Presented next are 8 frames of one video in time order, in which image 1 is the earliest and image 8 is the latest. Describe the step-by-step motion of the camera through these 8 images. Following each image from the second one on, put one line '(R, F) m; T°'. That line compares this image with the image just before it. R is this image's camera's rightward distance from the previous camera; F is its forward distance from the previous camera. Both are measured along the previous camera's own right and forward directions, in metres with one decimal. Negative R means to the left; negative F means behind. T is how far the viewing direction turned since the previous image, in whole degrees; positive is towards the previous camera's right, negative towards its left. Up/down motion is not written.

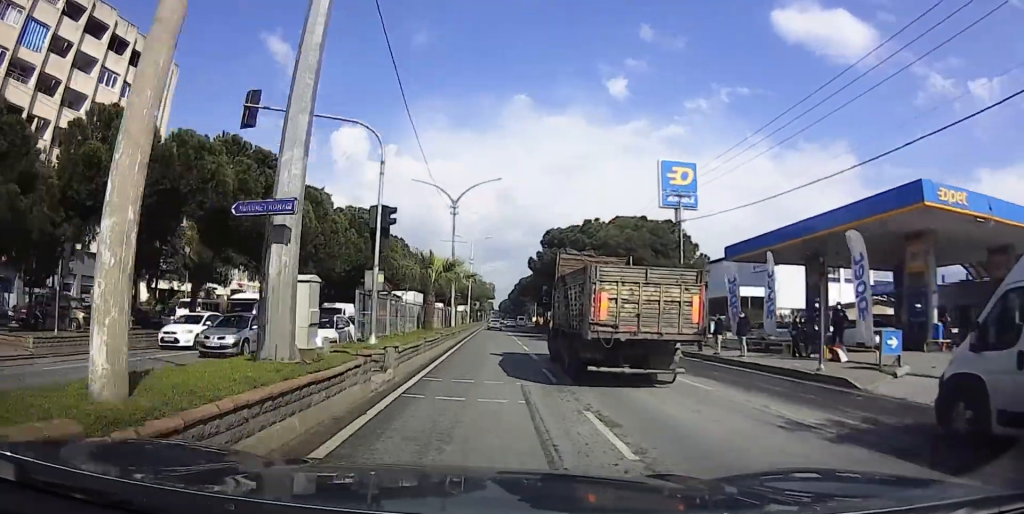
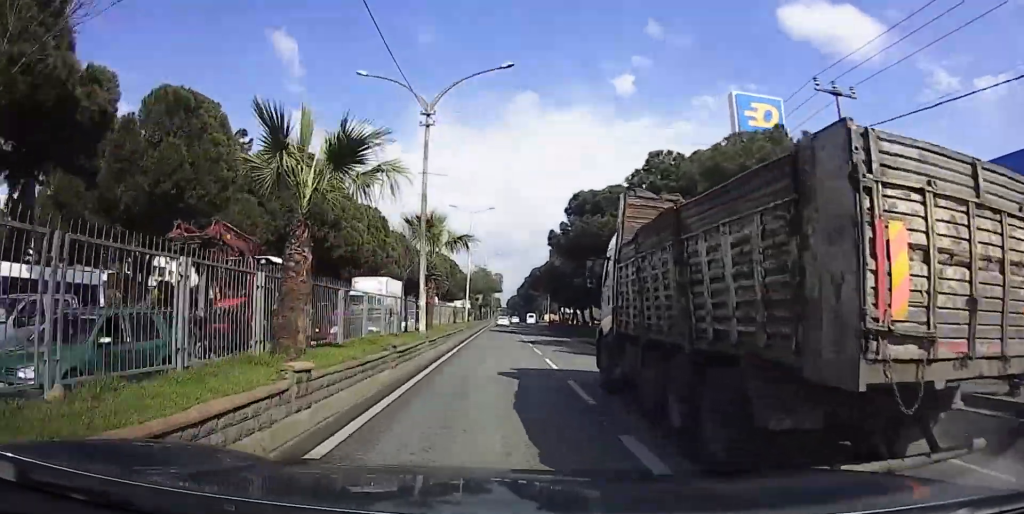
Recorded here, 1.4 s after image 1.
(-0.8, +14.9) m; -3°
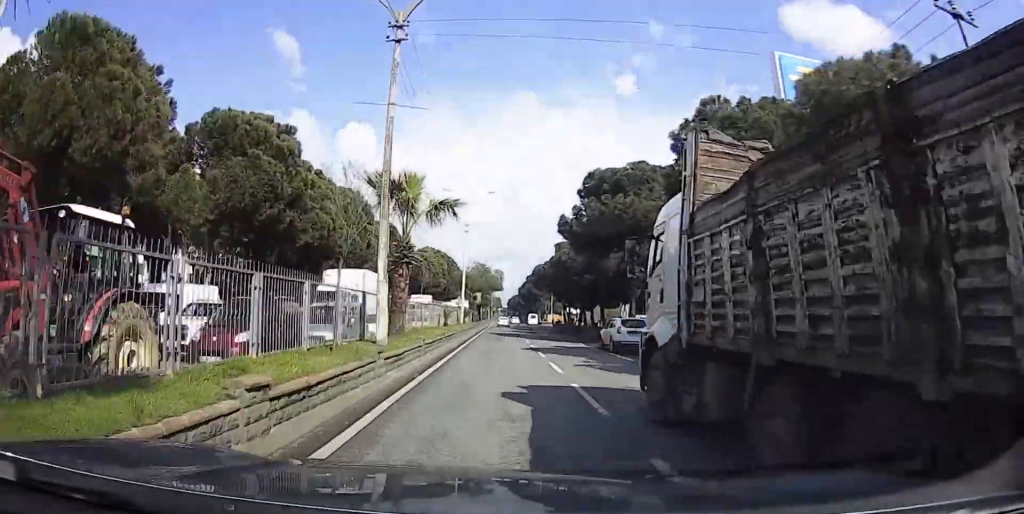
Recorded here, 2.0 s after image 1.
(-0.3, +6.5) m; +1°
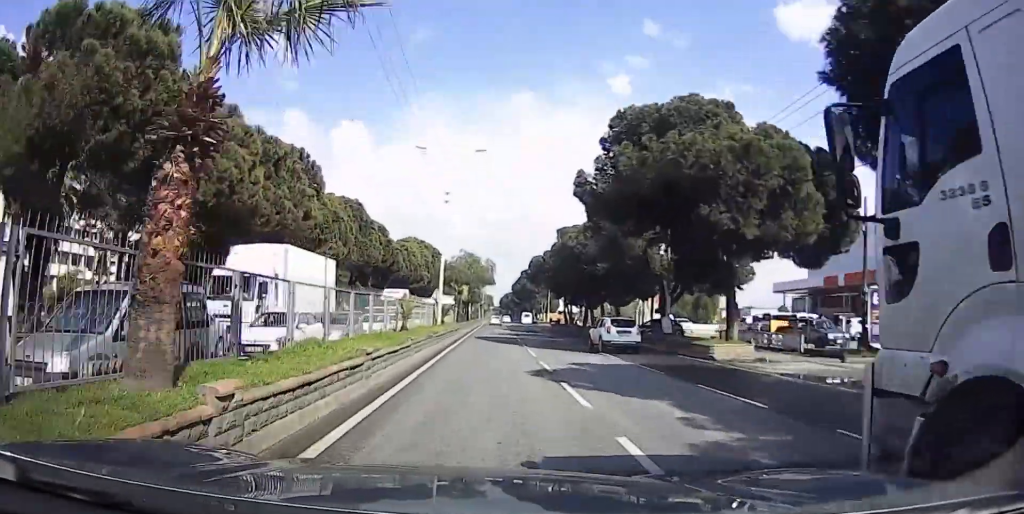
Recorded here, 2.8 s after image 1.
(+0.7, +11.2) m; +1°
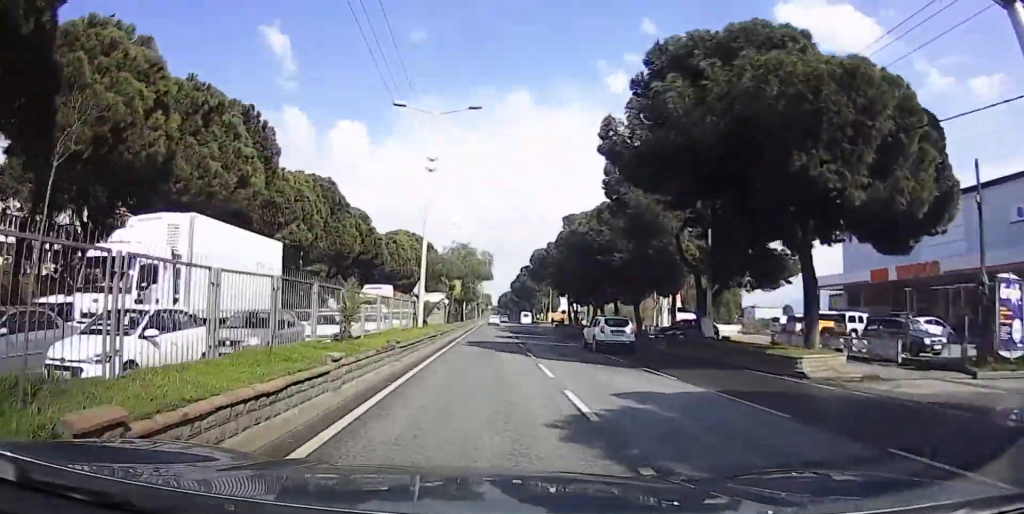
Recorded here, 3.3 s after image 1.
(-0.1, +7.0) m; -1°
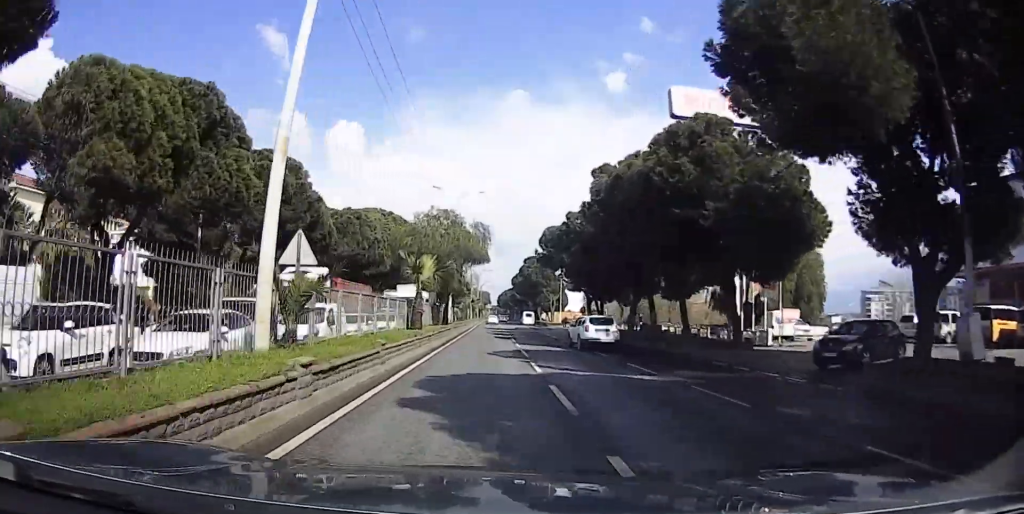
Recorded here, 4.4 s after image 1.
(-0.4, +16.6) m; -1°
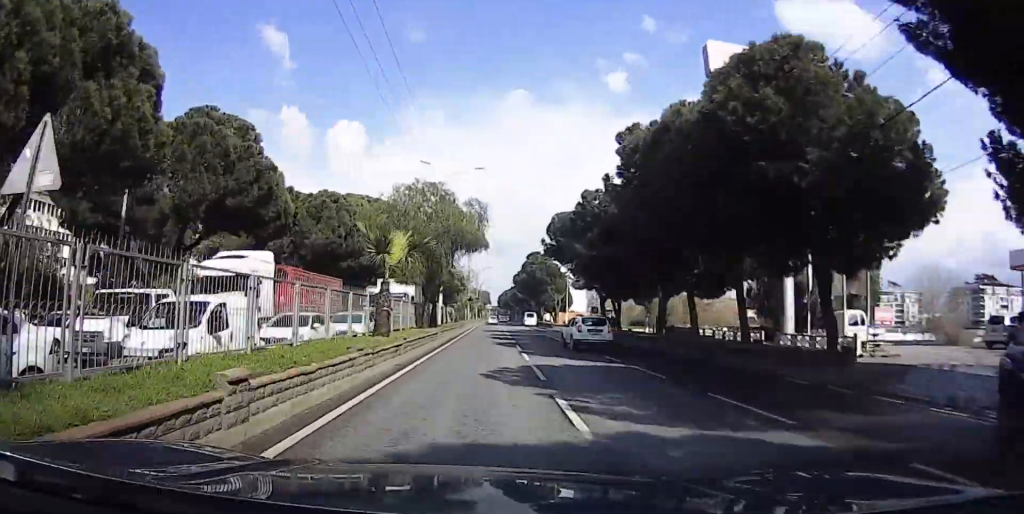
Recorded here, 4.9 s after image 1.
(0.0, +7.1) m; 0°
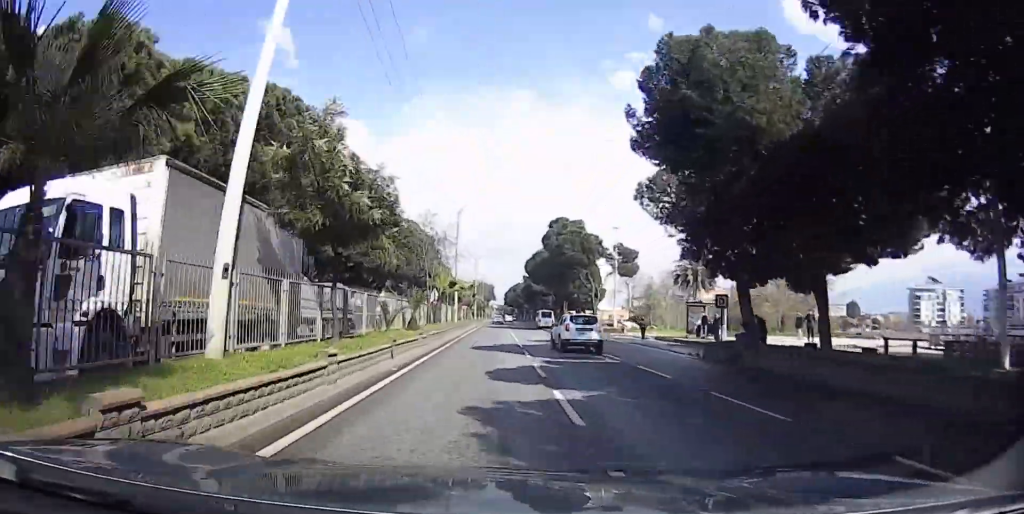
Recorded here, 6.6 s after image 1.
(+0.3, +27.7) m; +1°
